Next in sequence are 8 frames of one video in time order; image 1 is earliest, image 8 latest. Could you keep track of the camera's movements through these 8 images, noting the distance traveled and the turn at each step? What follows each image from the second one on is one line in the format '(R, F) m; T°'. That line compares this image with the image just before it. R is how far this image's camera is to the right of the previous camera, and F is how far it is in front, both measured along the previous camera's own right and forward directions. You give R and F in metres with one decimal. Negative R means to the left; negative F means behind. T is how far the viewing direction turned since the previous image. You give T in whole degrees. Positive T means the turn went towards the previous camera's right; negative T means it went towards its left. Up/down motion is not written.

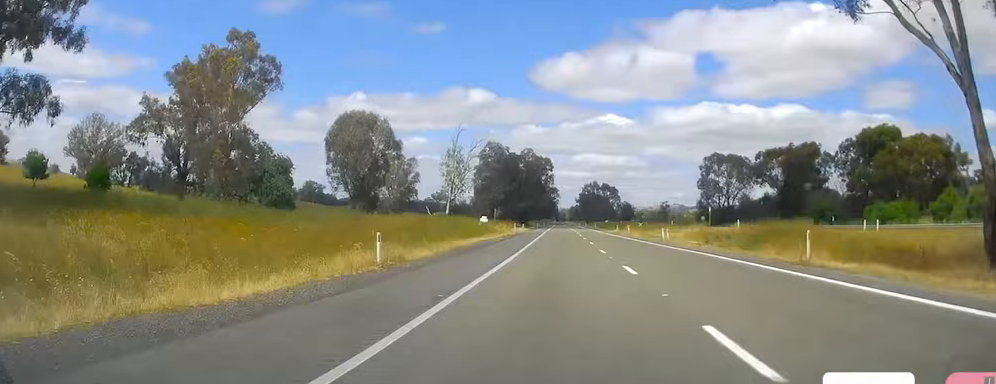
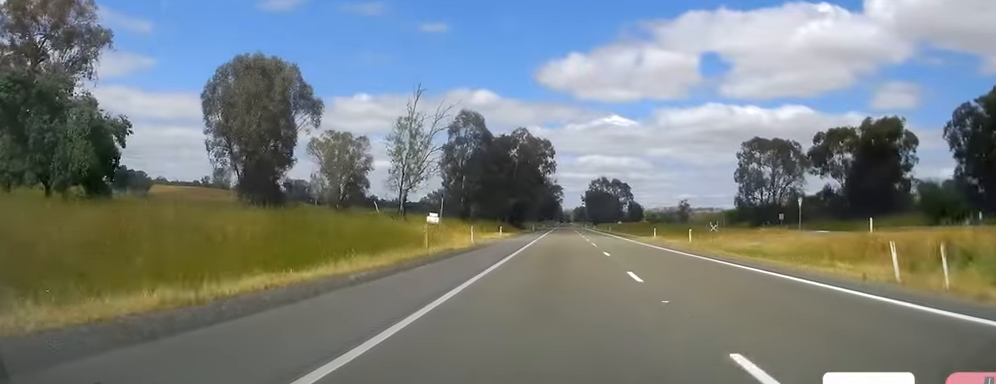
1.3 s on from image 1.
(-0.1, +38.6) m; -1°
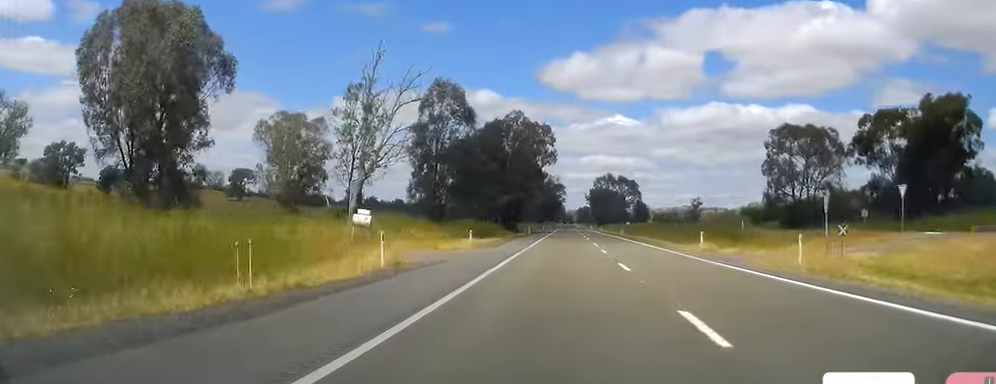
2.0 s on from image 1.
(-0.7, +20.3) m; 0°
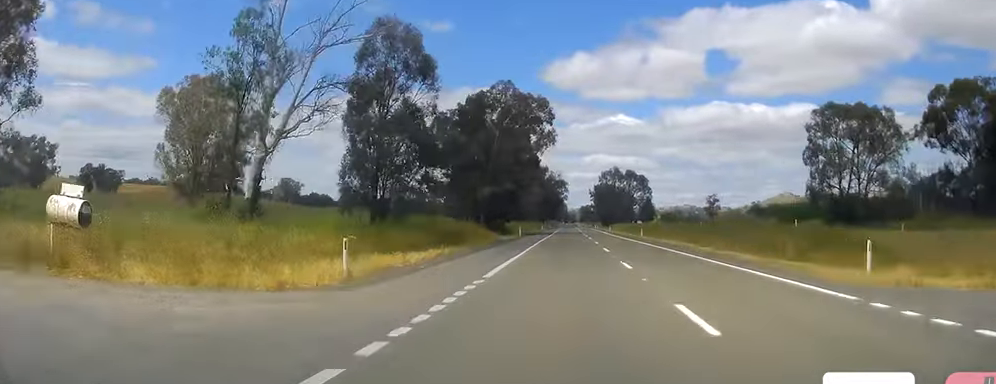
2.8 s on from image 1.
(+0.8, +23.2) m; +1°
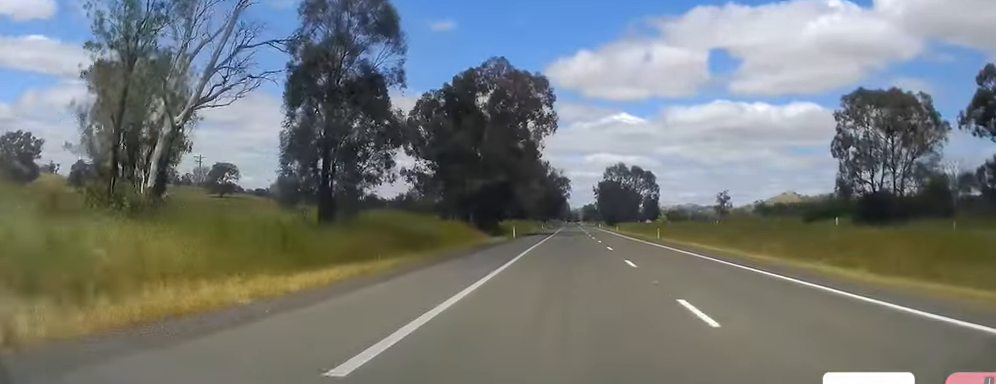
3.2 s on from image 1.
(+0.1, +11.6) m; 0°
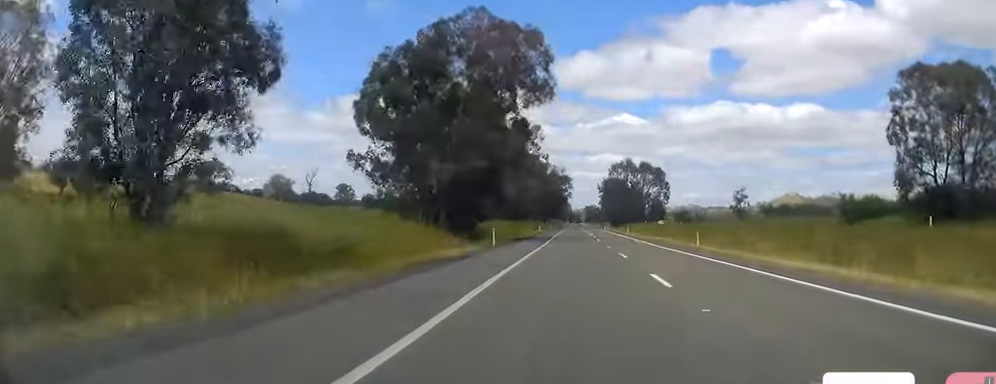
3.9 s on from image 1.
(-0.1, +18.3) m; -1°
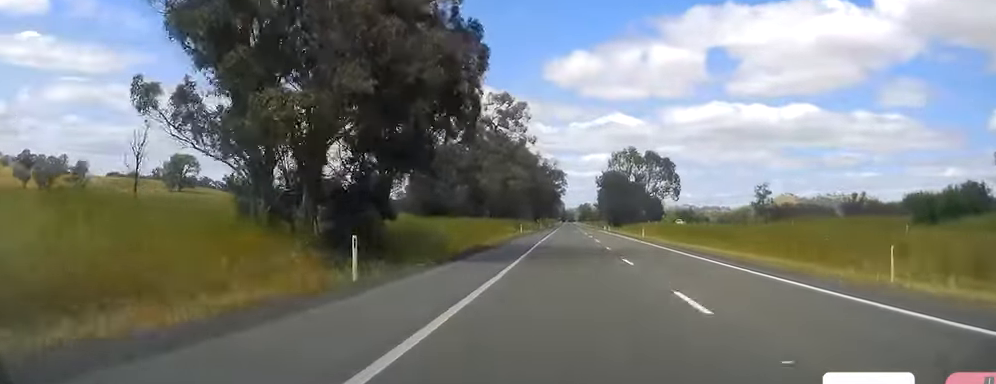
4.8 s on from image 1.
(-0.6, +28.0) m; 0°
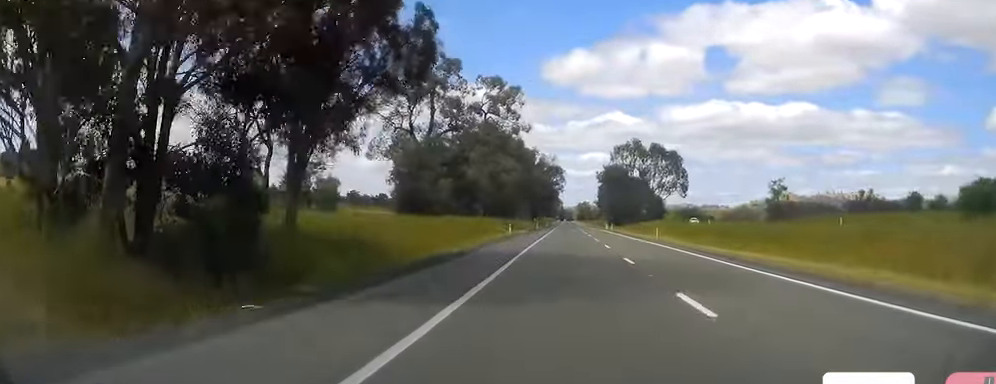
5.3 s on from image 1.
(+0.1, +12.6) m; 0°
